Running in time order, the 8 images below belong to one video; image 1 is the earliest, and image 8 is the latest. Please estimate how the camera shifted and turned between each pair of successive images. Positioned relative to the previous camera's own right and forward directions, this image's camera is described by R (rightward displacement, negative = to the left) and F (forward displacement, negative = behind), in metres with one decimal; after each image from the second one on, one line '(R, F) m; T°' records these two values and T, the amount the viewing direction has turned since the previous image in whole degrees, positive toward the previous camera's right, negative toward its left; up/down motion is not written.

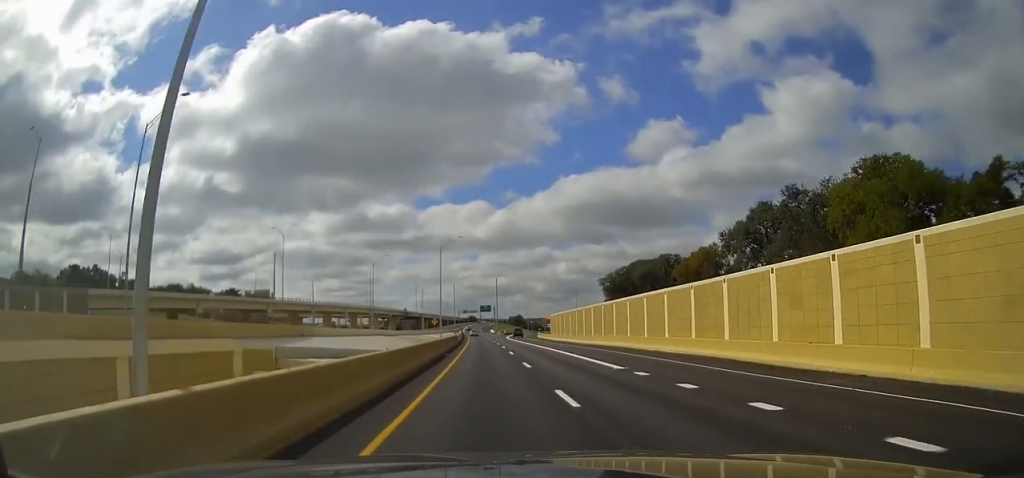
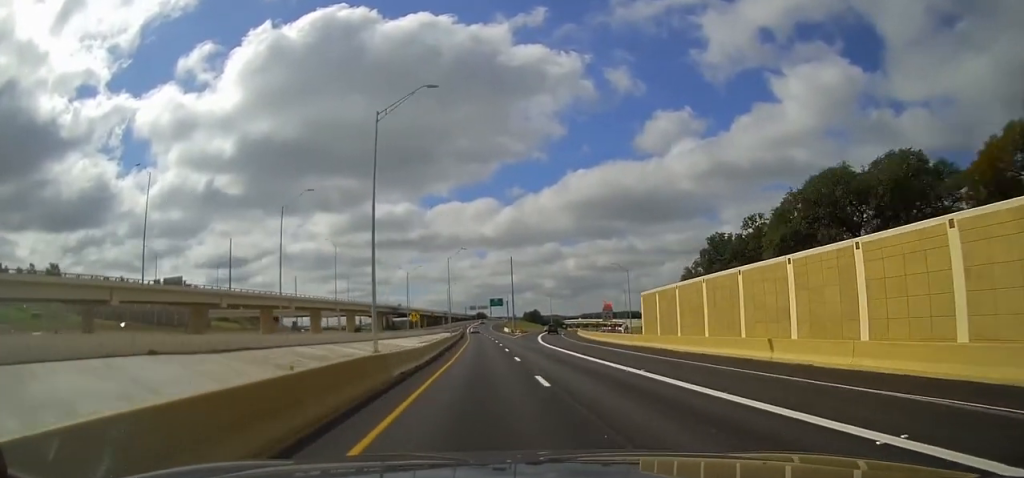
(-0.9, +58.0) m; -1°
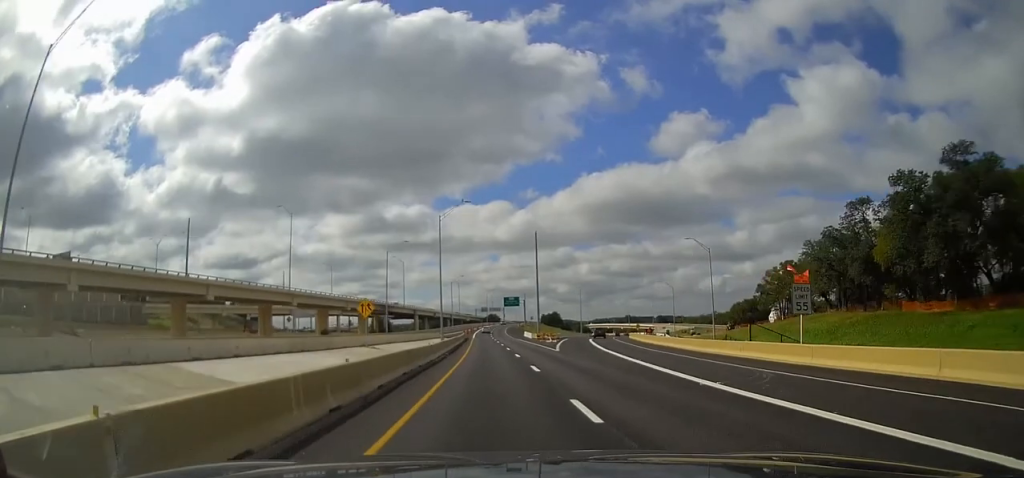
(-0.4, +42.6) m; -1°
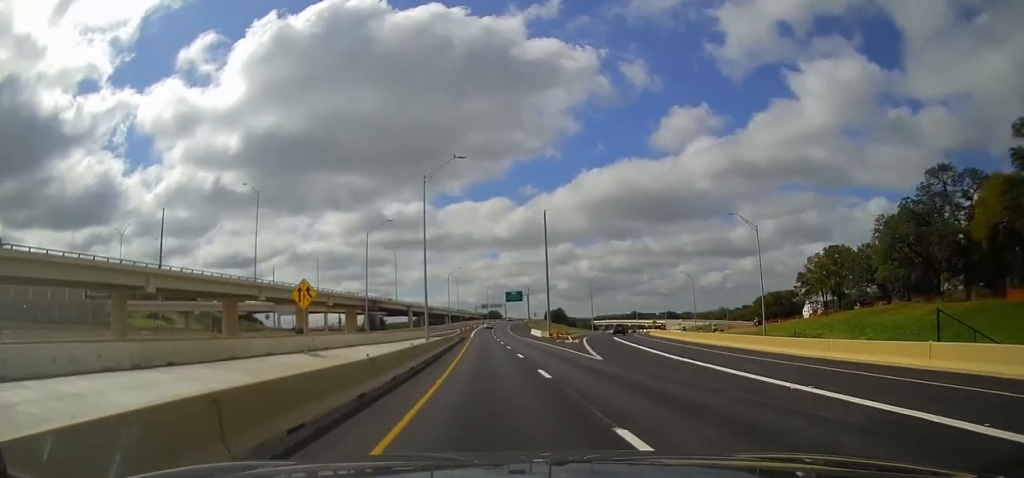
(-0.4, +16.5) m; 0°
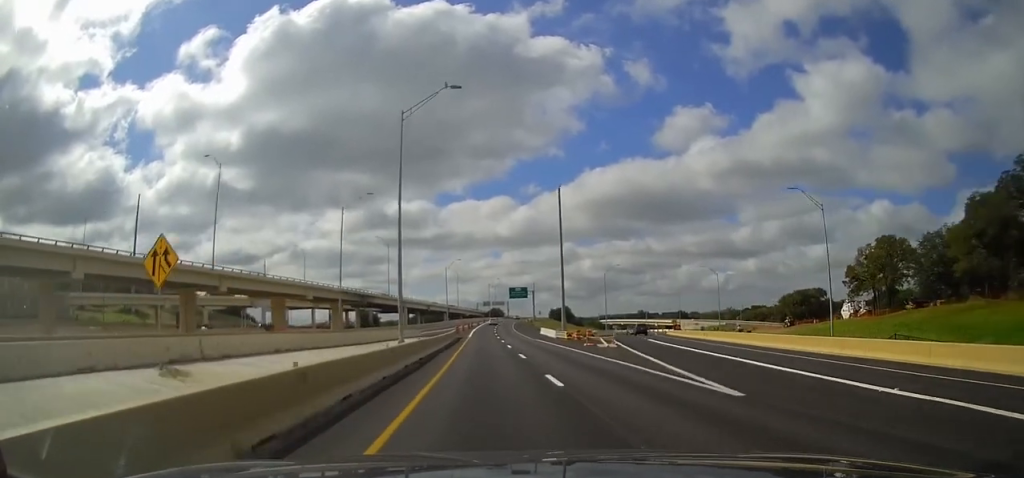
(+0.3, +15.0) m; 0°
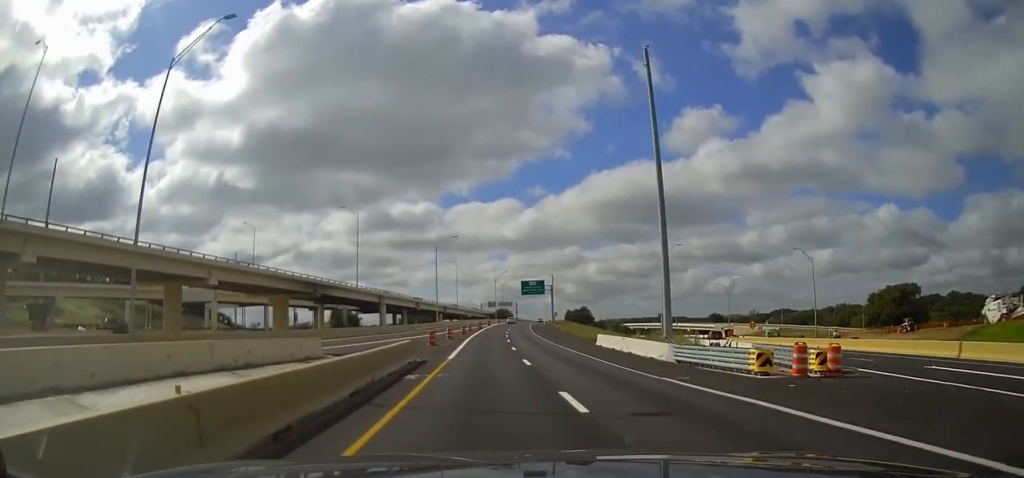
(+0.5, +41.0) m; 0°
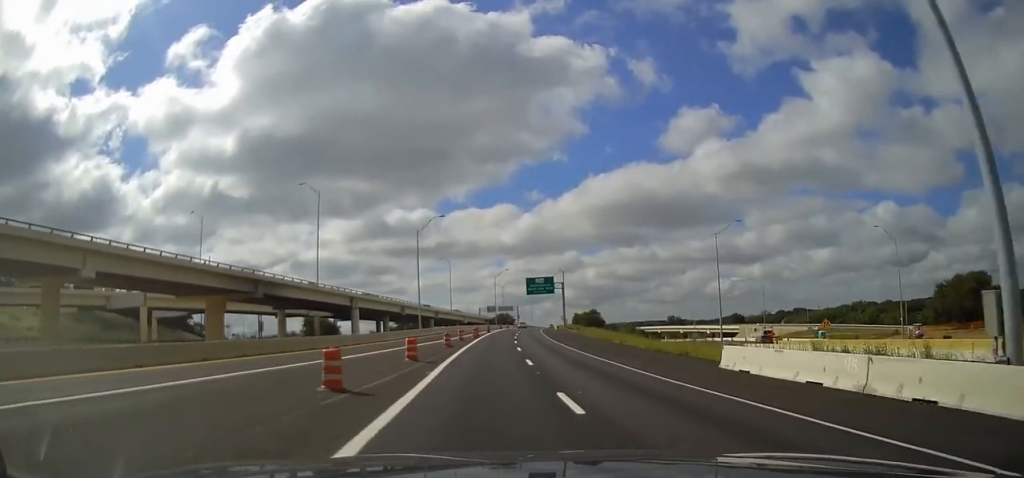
(-0.1, +24.4) m; 0°
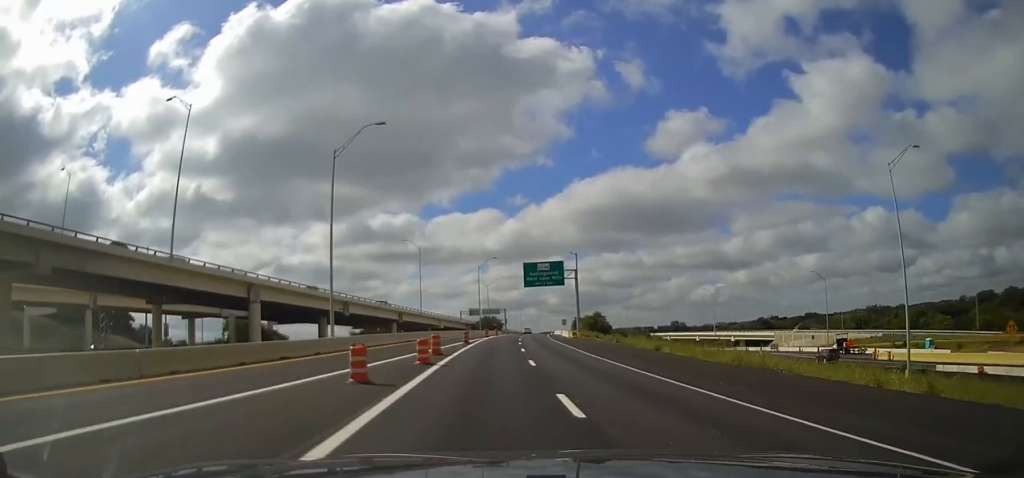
(-0.2, +37.7) m; -1°
